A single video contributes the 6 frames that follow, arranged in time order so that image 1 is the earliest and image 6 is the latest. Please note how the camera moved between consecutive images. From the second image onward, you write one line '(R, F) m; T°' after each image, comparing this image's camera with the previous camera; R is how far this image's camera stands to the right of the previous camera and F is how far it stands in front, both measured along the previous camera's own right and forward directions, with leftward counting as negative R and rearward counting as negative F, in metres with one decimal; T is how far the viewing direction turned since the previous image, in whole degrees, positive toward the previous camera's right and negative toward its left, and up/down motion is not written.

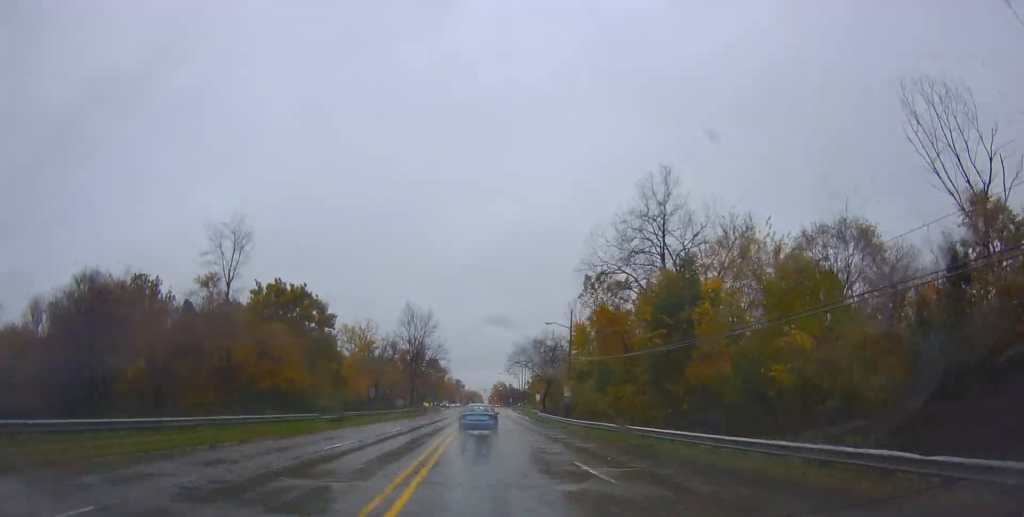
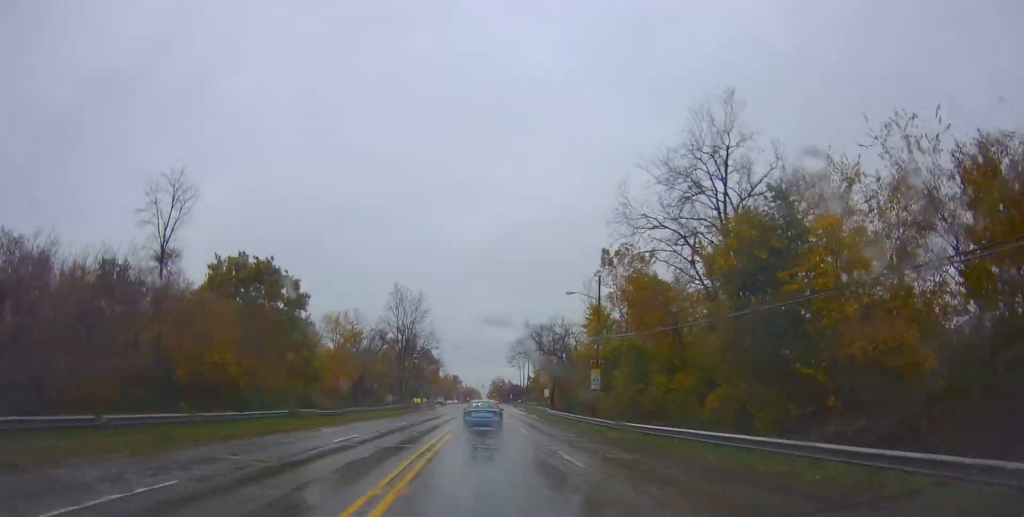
(0.0, +13.4) m; +1°
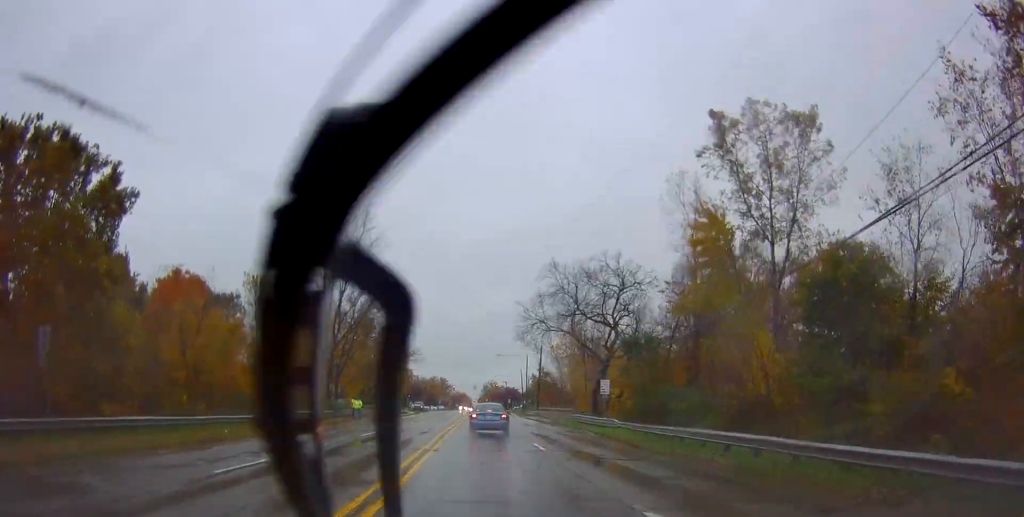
(+0.5, +40.9) m; +1°
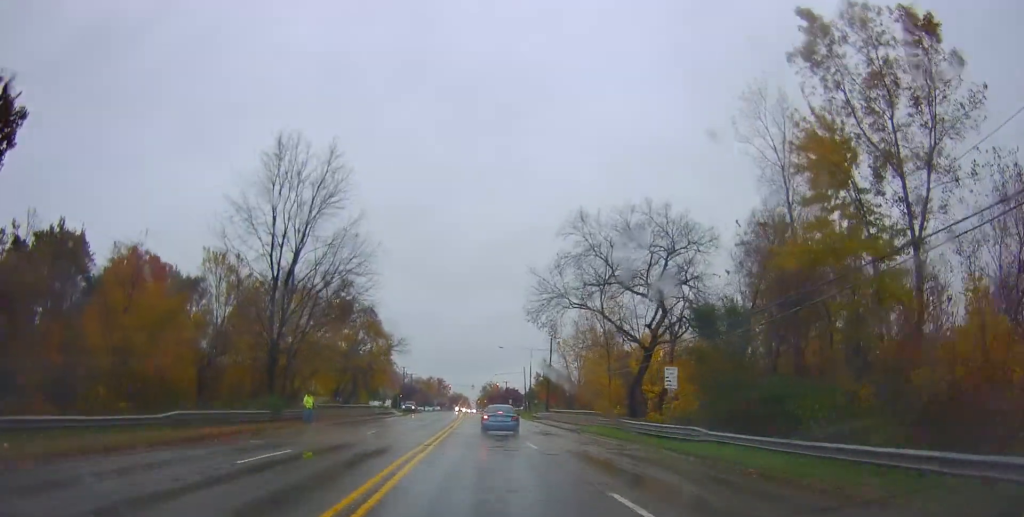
(-0.3, +13.6) m; 0°
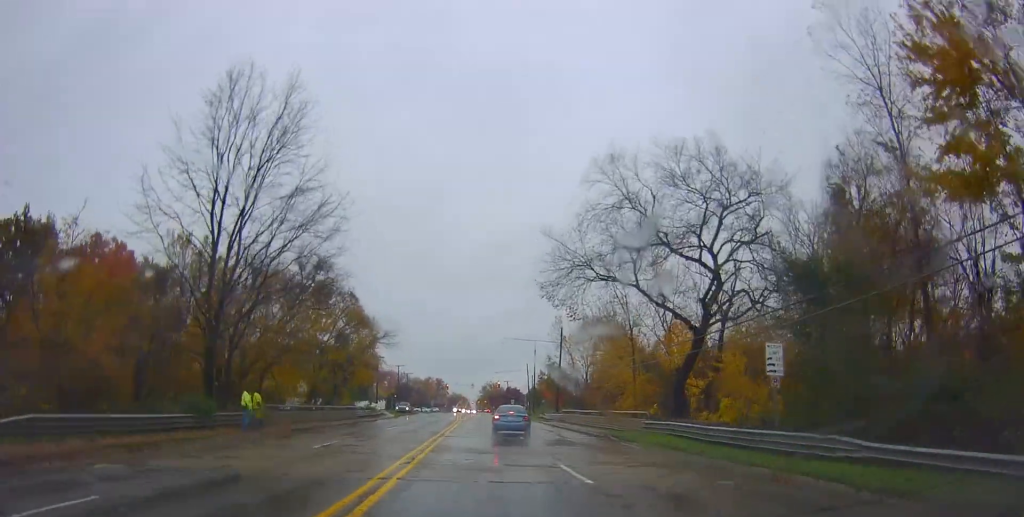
(+0.1, +9.2) m; +1°
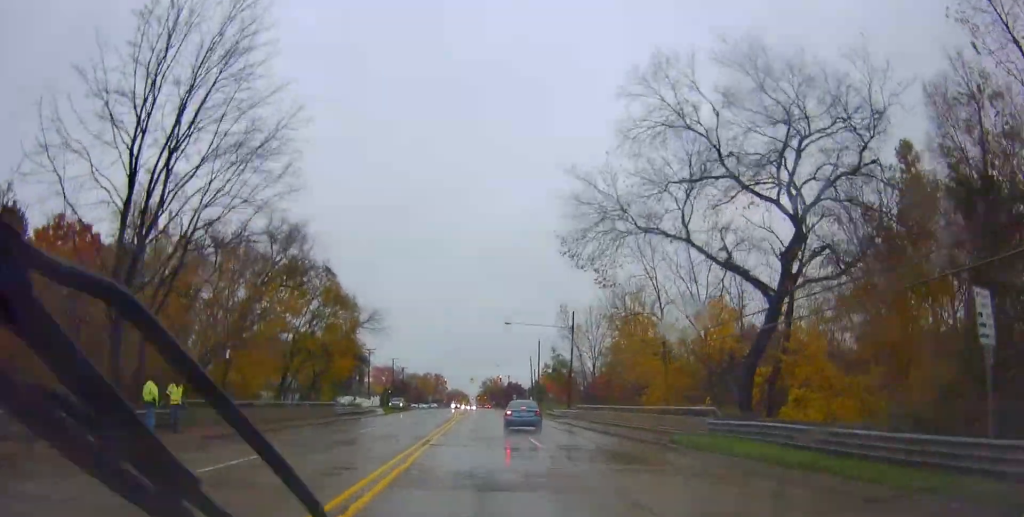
(+0.4, +8.1) m; +1°
